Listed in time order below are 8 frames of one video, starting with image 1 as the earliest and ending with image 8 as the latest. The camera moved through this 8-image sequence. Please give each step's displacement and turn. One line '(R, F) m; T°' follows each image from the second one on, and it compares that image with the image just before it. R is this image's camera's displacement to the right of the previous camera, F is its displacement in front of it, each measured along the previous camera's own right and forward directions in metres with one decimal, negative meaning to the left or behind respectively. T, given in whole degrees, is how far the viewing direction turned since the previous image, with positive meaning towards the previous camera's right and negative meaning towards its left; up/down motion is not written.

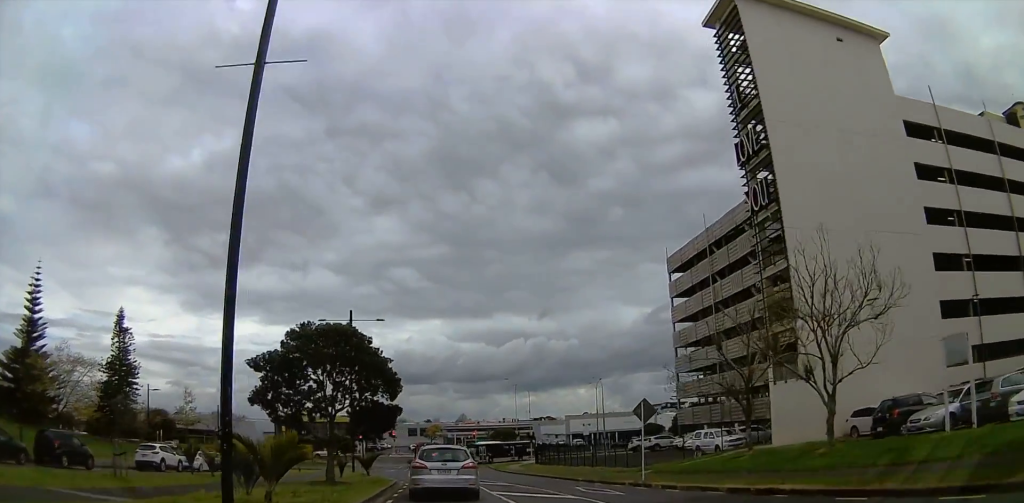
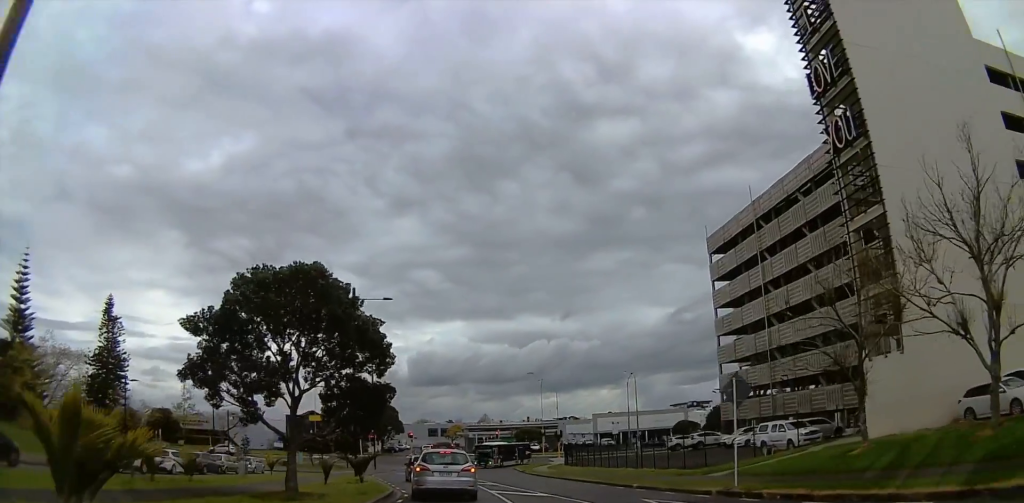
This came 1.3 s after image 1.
(+0.2, +7.1) m; +5°
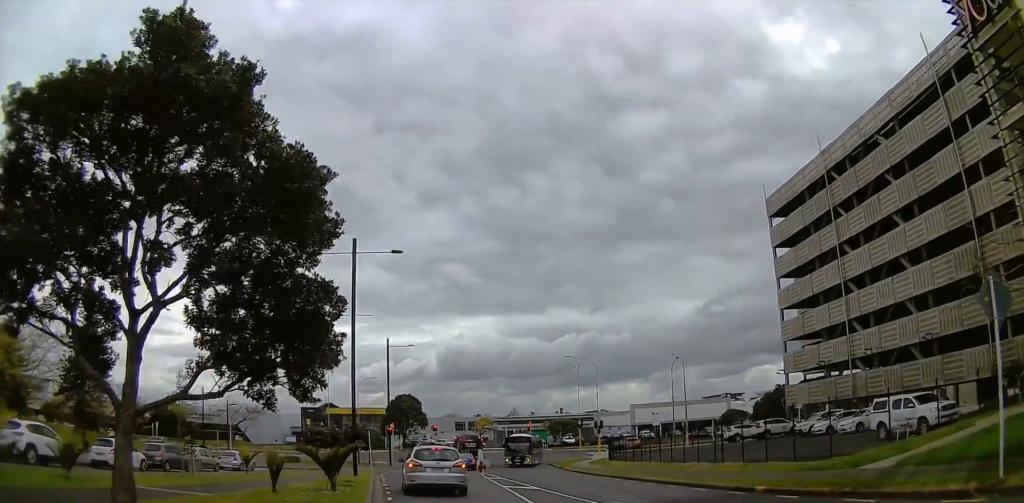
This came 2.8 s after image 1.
(+0.5, +9.9) m; +3°
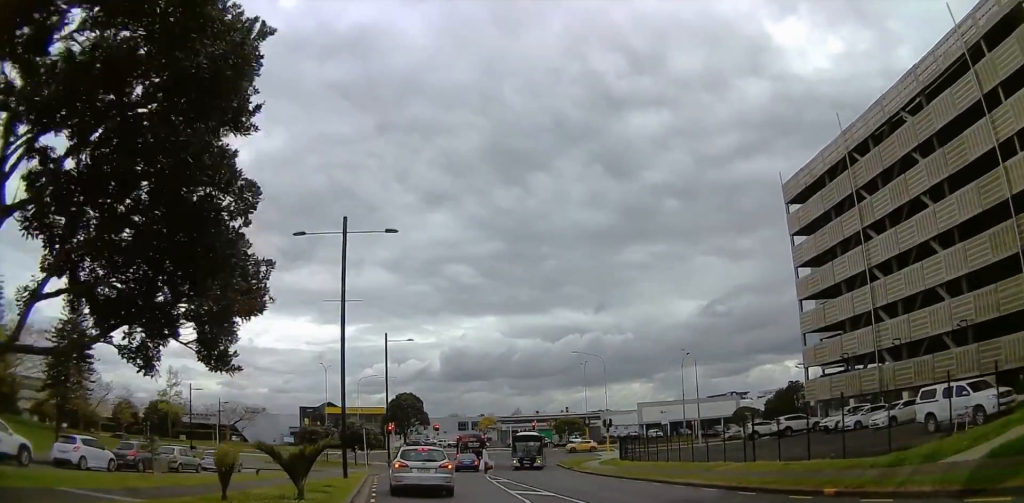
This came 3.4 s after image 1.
(0.0, +3.4) m; 0°
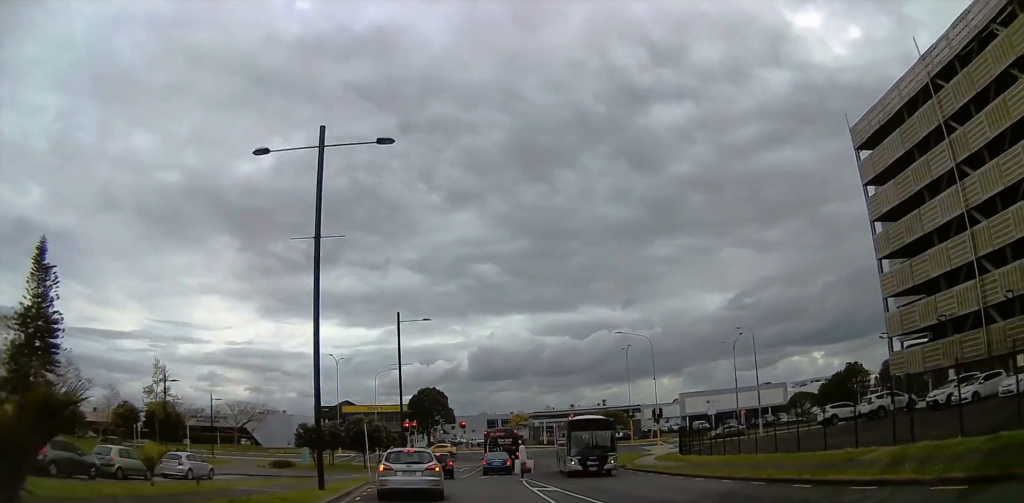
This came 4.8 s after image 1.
(0.0, +10.0) m; 0°
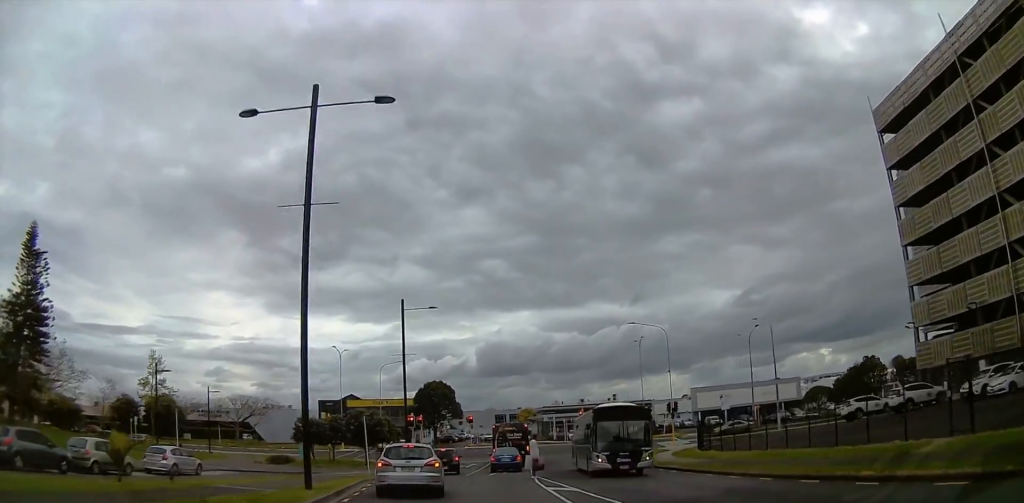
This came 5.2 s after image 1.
(0.0, +2.7) m; 0°
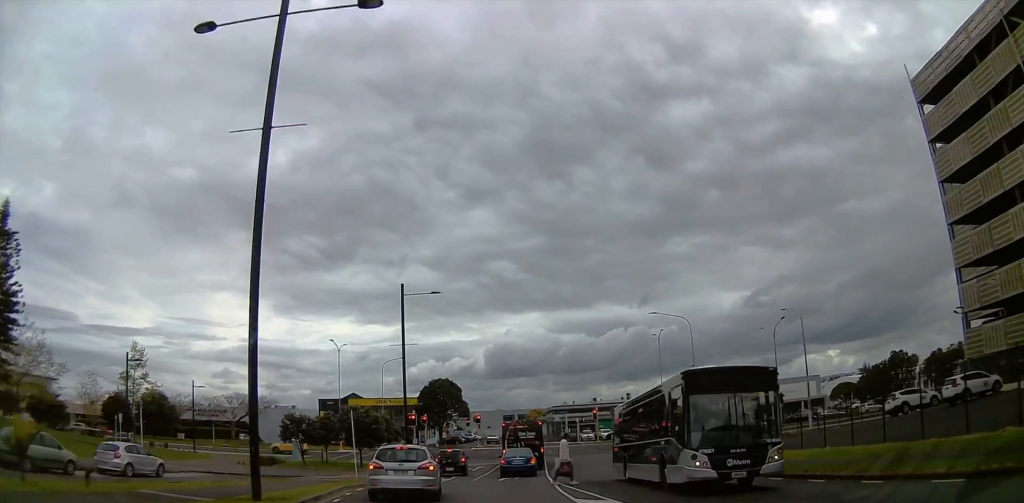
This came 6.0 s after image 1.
(0.0, +5.2) m; 0°
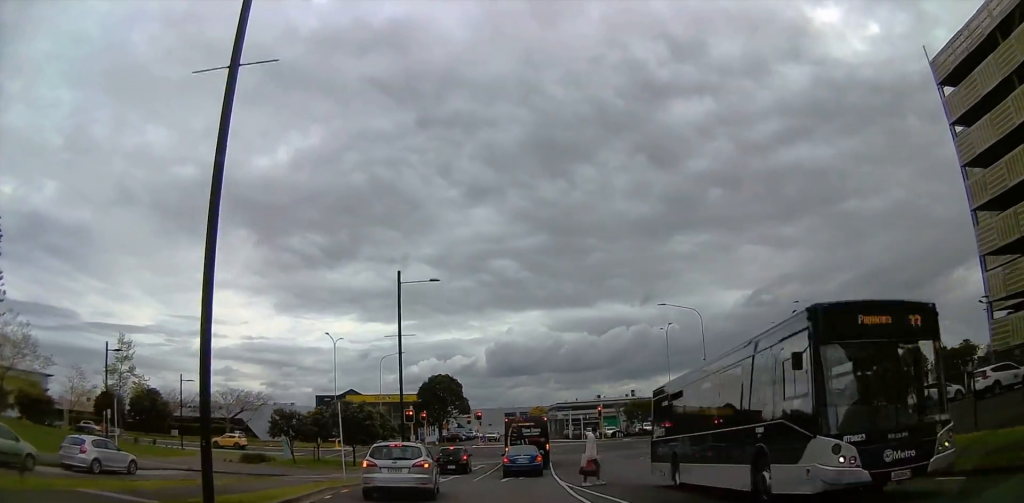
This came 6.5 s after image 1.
(0.0, +2.8) m; -1°
